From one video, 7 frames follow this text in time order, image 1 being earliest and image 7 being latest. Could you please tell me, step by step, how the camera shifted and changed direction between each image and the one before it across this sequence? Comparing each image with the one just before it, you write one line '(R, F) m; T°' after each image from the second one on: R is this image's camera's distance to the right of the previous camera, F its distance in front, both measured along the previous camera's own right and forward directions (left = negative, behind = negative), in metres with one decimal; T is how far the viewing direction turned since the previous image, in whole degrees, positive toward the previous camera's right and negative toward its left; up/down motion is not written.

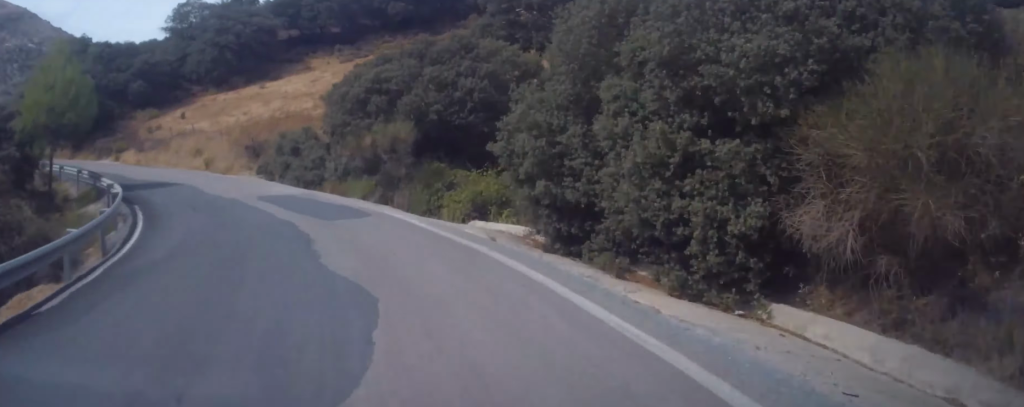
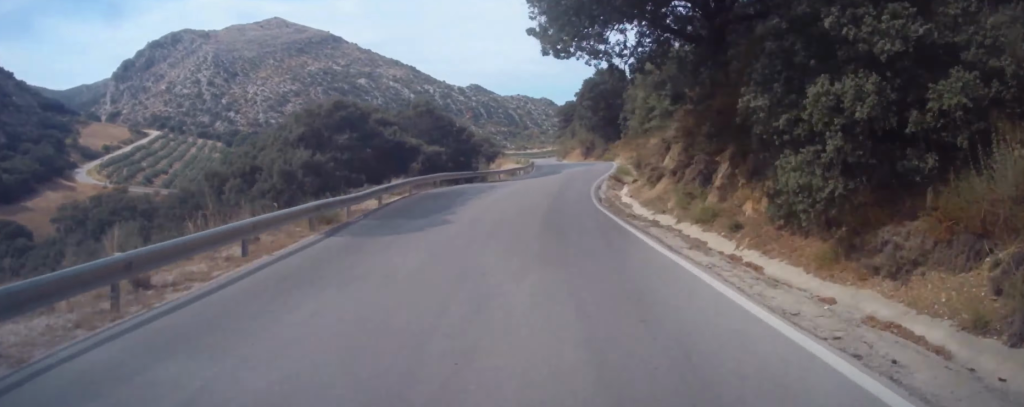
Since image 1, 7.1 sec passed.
(-24.9, +100.2) m; -7°
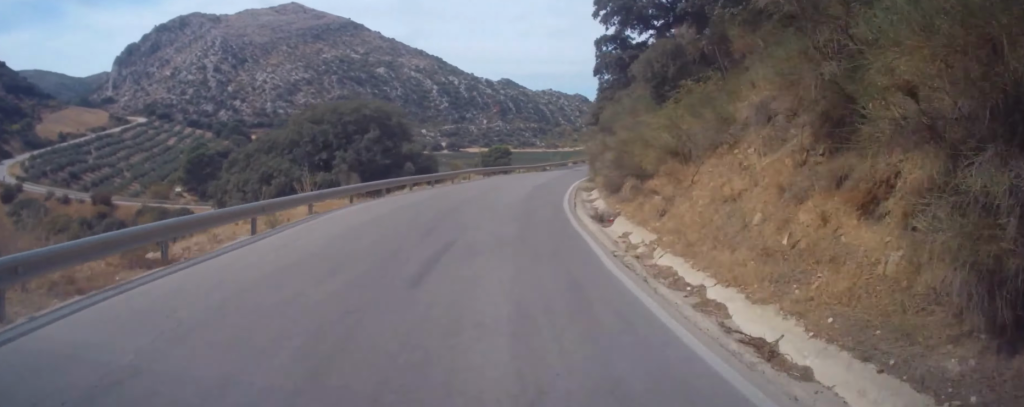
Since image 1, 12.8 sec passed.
(+6.6, +84.1) m; +12°
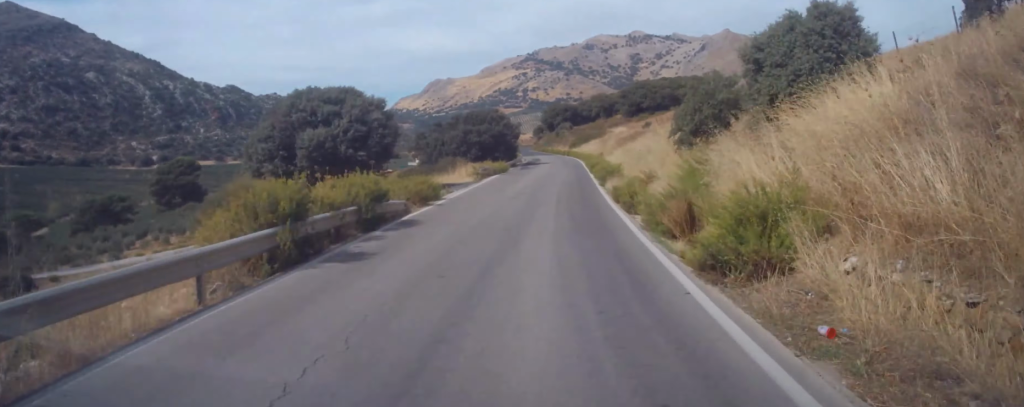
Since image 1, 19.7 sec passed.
(+12.7, +102.3) m; +8°
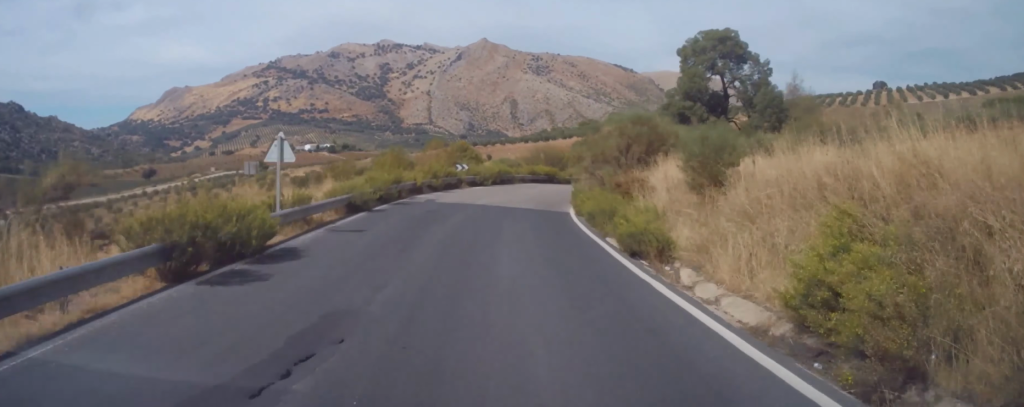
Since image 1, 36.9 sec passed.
(+49.4, +236.5) m; +16°
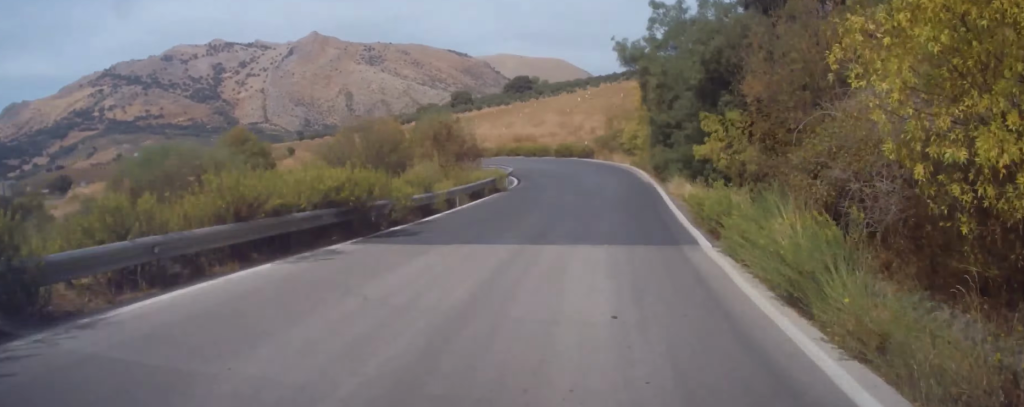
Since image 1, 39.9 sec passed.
(+11.8, +38.7) m; -6°
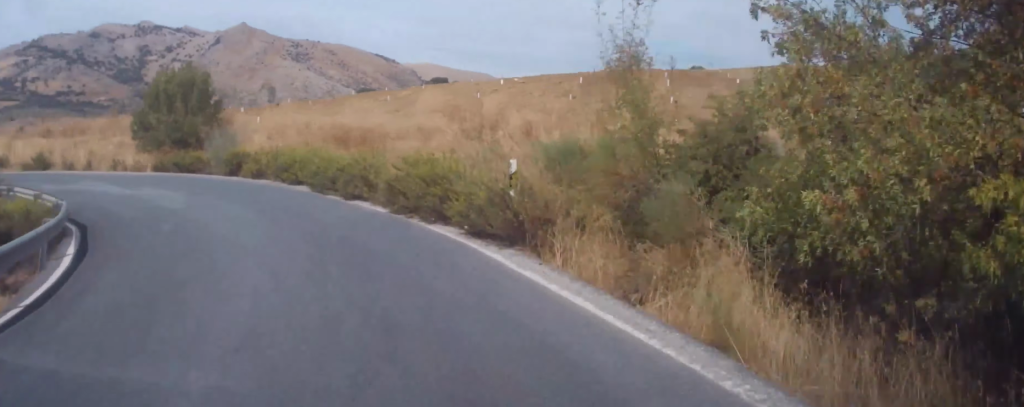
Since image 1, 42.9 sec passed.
(-10.9, +32.1) m; -5°
